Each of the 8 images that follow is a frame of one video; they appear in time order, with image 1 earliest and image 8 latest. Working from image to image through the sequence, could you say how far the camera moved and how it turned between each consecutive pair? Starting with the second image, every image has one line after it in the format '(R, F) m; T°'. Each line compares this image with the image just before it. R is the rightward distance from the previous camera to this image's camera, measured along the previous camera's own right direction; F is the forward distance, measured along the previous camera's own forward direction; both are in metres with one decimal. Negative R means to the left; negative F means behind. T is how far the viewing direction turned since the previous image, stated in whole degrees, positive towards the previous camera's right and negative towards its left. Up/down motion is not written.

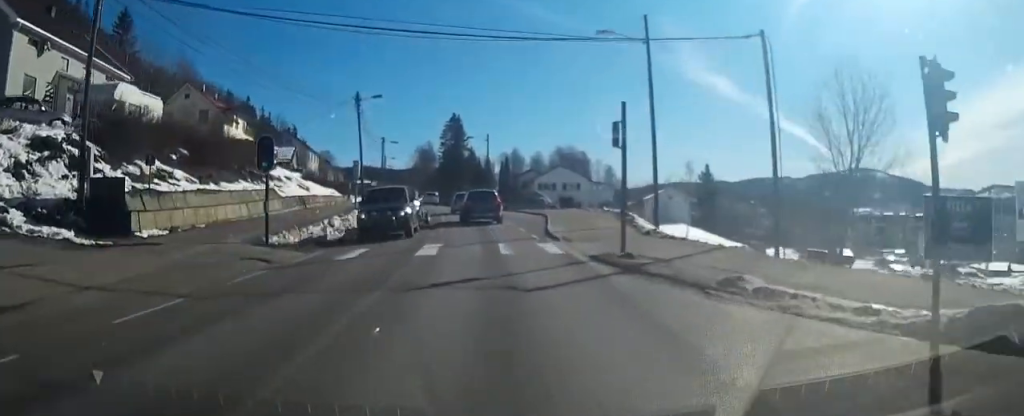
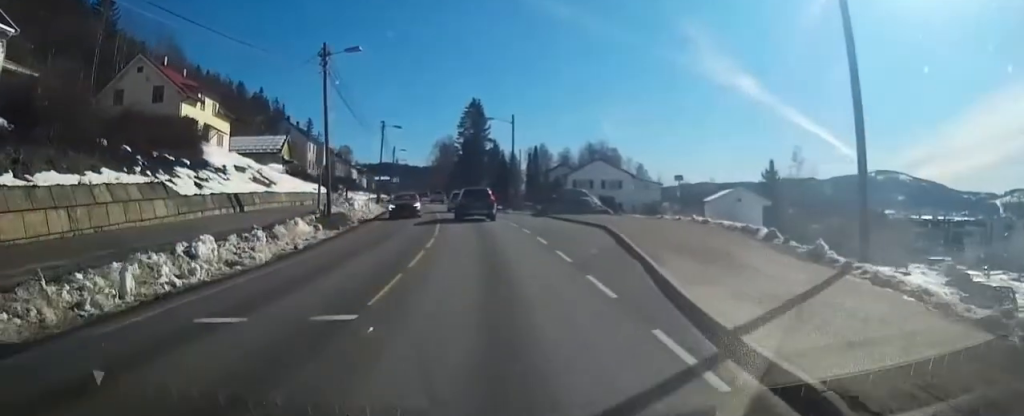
(-0.7, +13.9) m; -4°
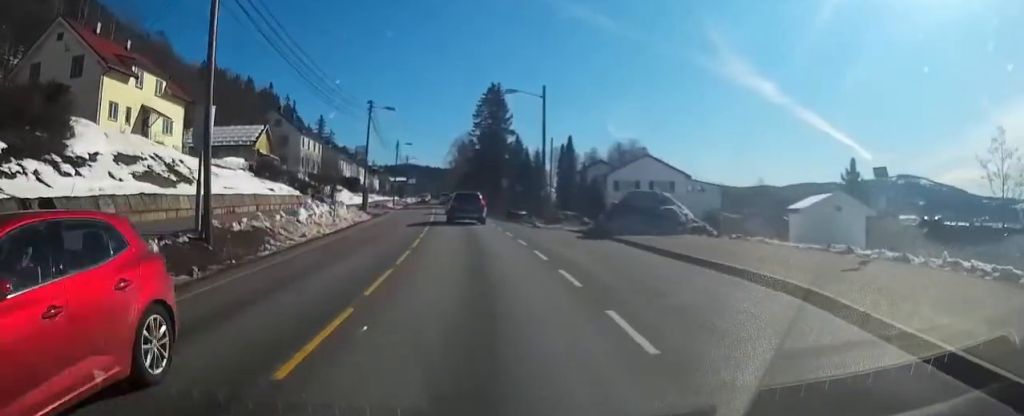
(0.0, +14.4) m; -1°
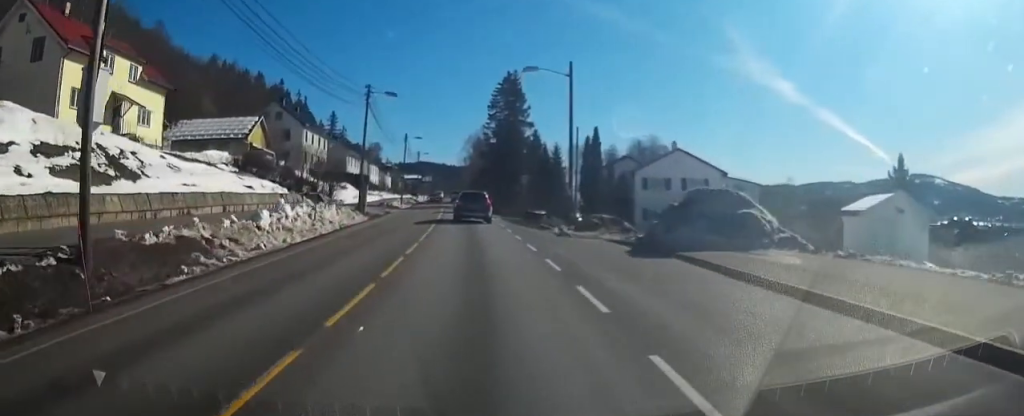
(0.0, +5.9) m; -1°
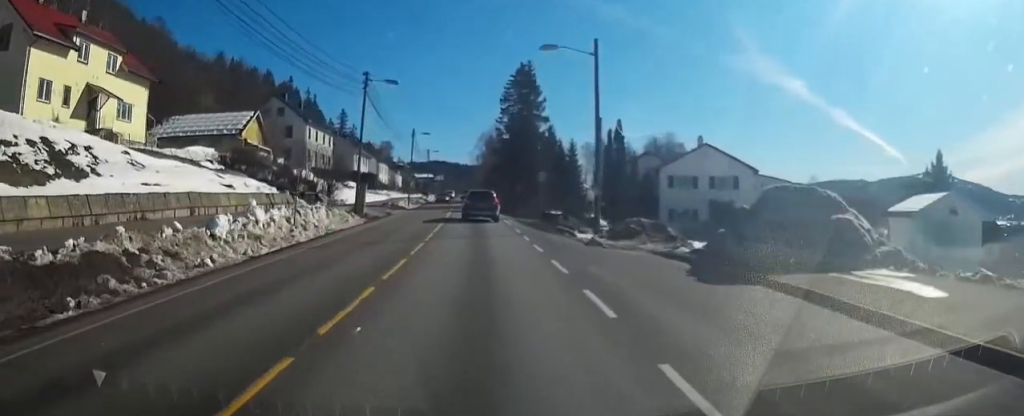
(0.0, +4.2) m; -1°
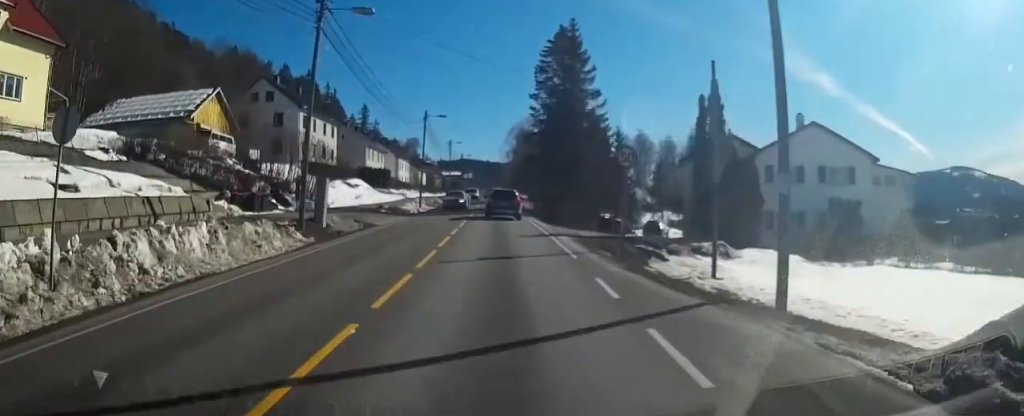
(-0.5, +14.1) m; -3°
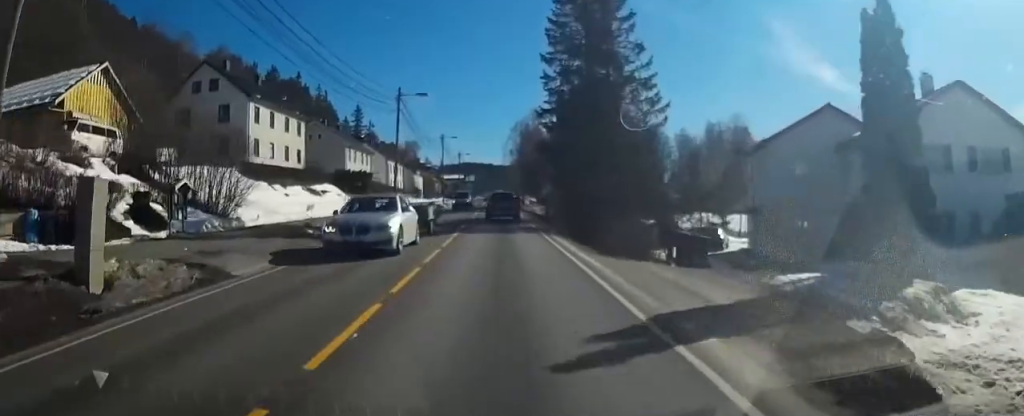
(-0.1, +14.0) m; 0°
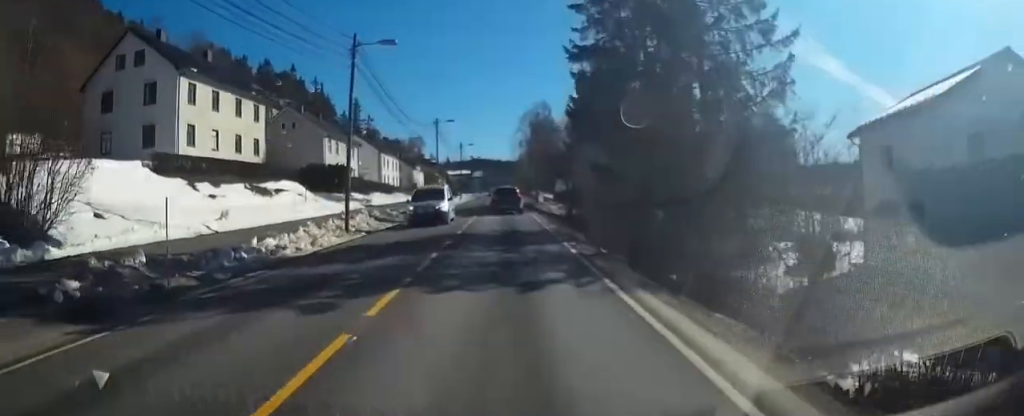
(+0.1, +13.3) m; -2°
